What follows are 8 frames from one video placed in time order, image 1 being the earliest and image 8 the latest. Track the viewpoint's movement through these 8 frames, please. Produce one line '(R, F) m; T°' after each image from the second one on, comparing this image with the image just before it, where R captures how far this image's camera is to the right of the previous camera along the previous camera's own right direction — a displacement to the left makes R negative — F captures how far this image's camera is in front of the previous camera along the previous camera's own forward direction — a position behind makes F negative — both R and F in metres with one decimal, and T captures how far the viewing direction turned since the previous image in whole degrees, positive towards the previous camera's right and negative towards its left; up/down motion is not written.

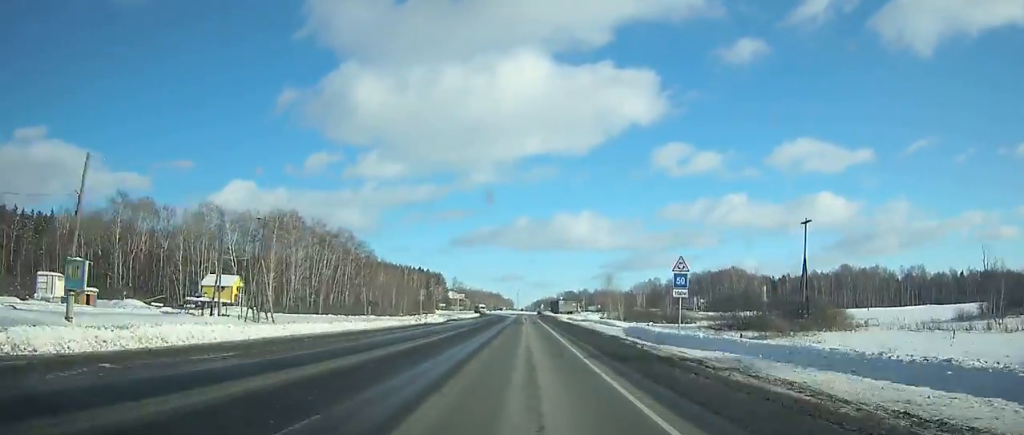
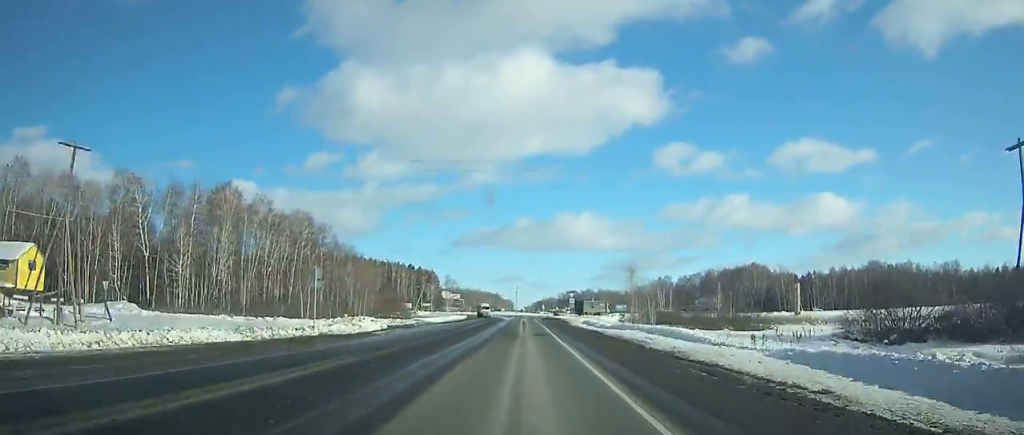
(+0.2, +26.3) m; 0°
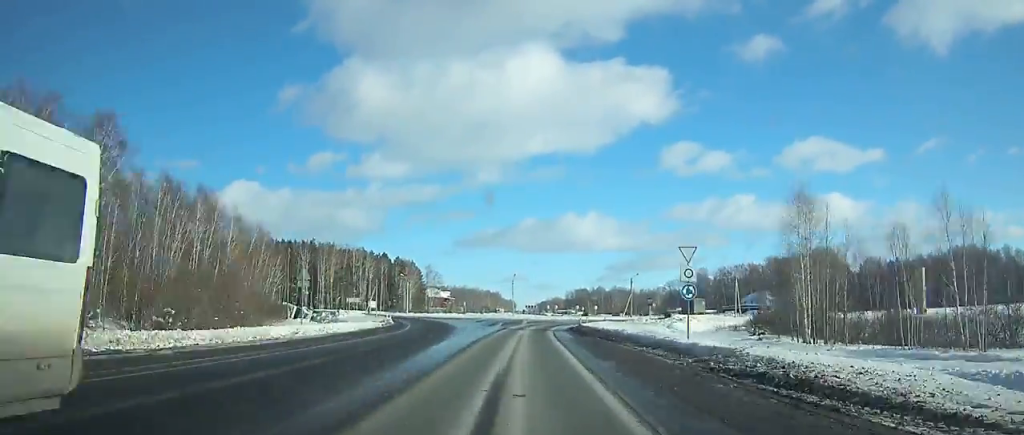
(+0.1, +61.1) m; +1°
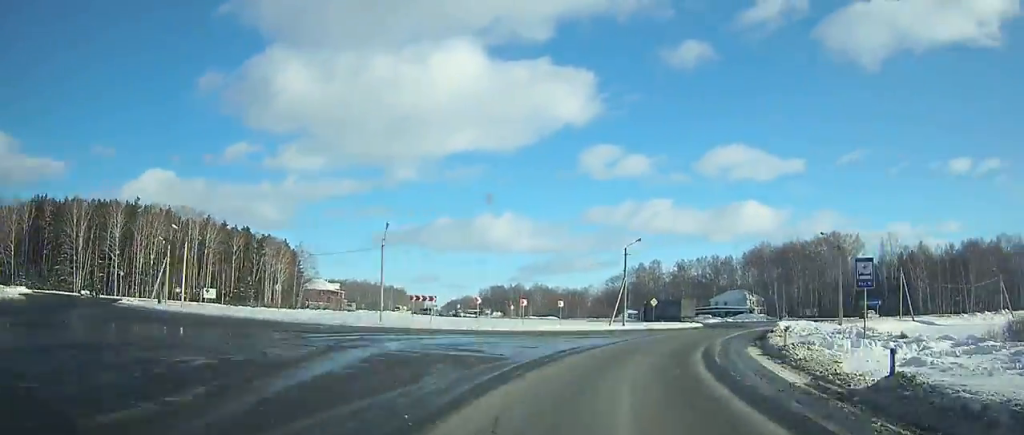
(+2.5, +58.7) m; +14°
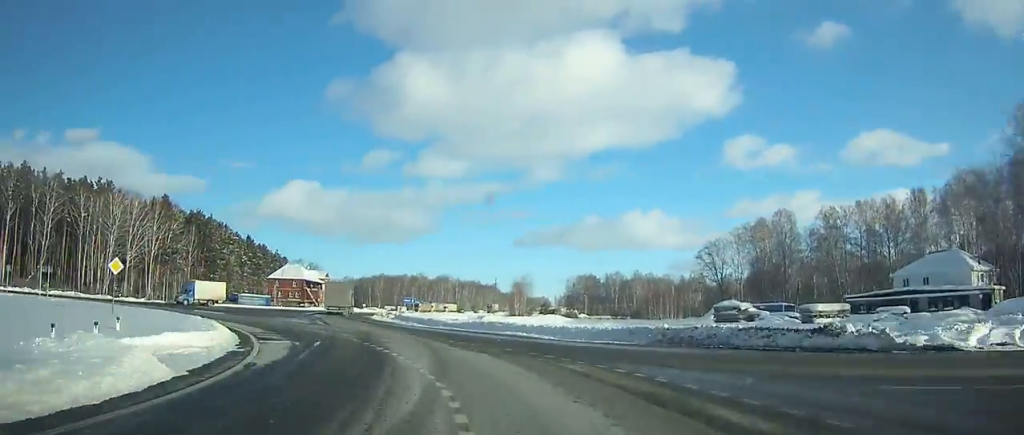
(+12.0, +97.5) m; -15°
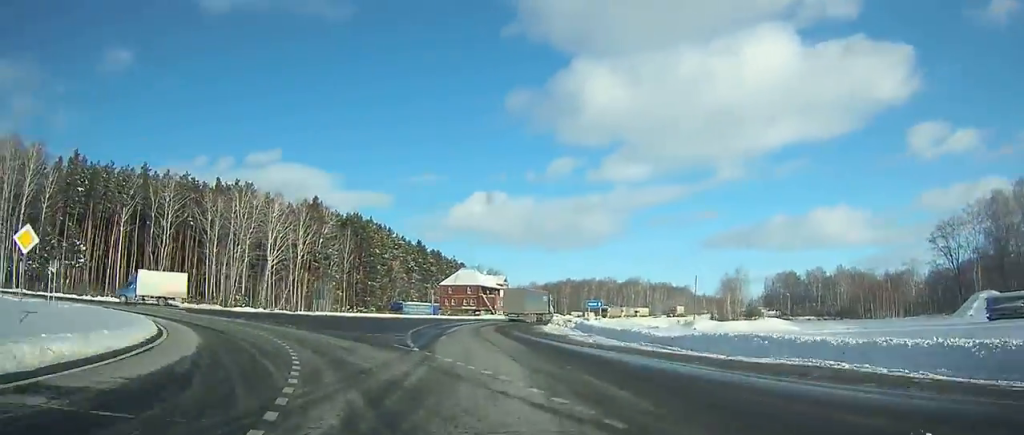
(-0.7, +18.6) m; -13°
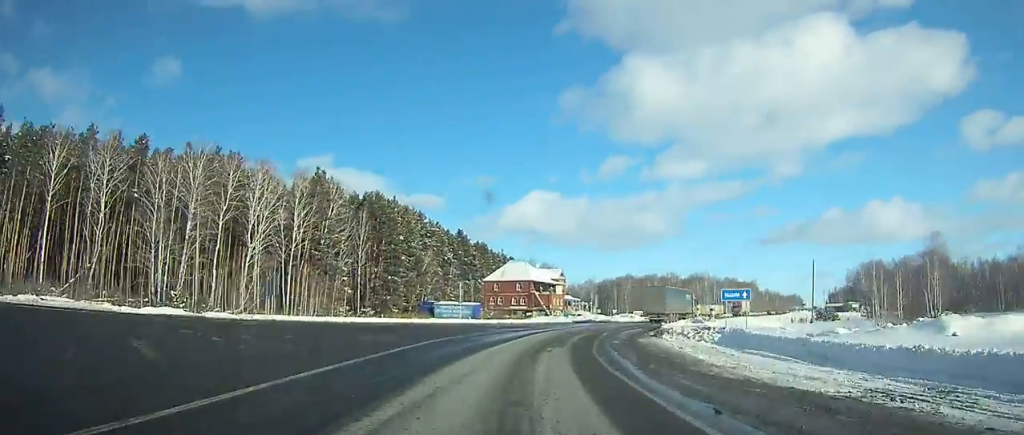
(-5.6, +27.5) m; -6°
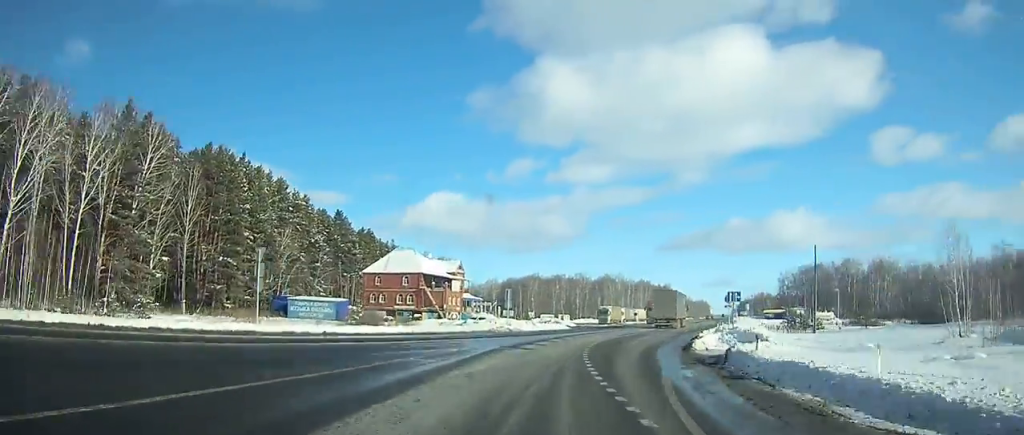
(-1.1, +29.7) m; +2°
